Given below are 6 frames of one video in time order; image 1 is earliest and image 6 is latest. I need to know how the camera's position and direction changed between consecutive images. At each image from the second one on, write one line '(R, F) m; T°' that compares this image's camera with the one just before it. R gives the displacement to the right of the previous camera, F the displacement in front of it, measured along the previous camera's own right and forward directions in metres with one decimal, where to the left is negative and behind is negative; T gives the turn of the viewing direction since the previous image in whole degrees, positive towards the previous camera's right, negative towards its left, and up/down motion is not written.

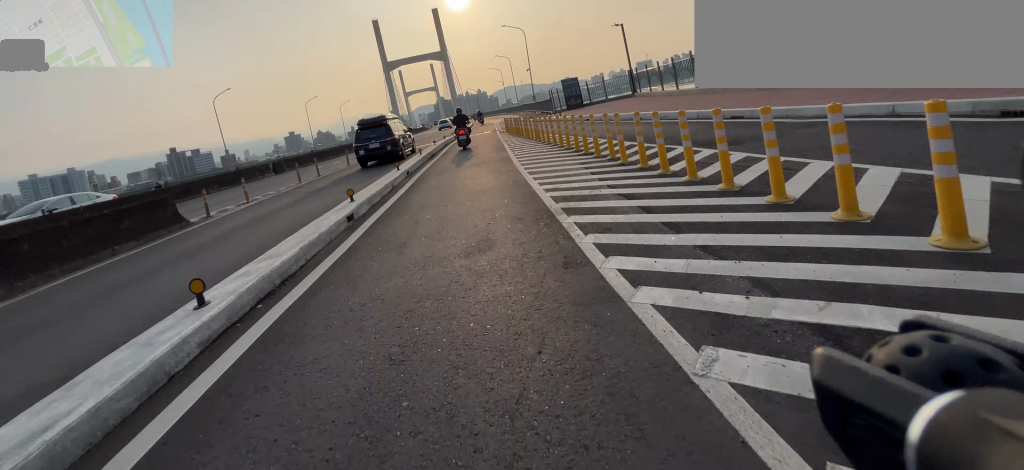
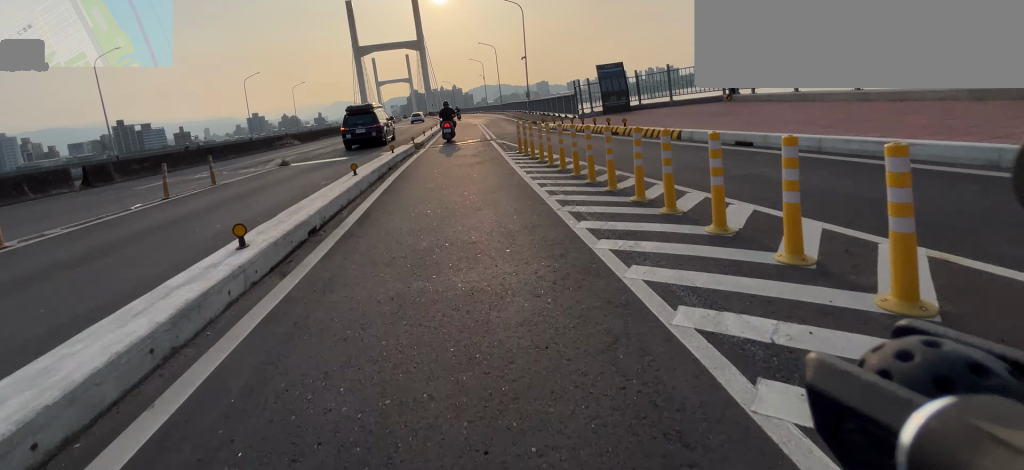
(+1.0, +11.3) m; +5°
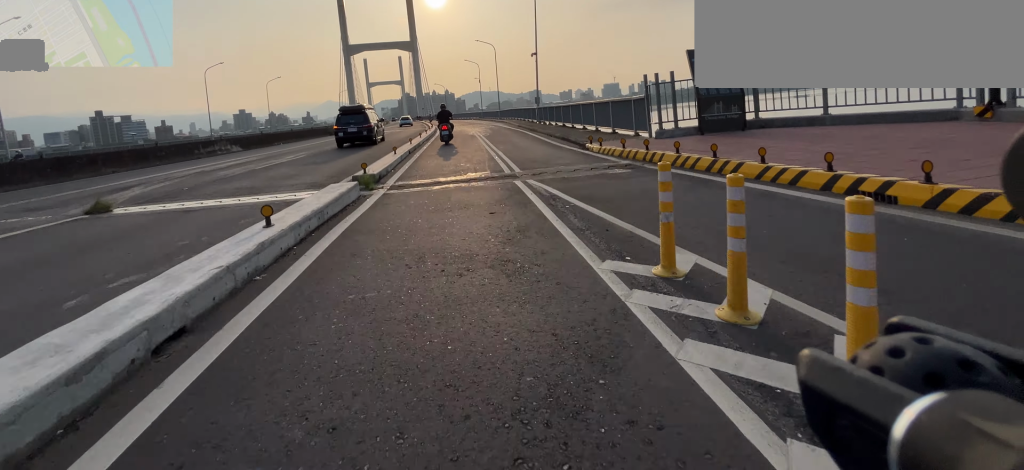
(+0.1, +7.6) m; +2°
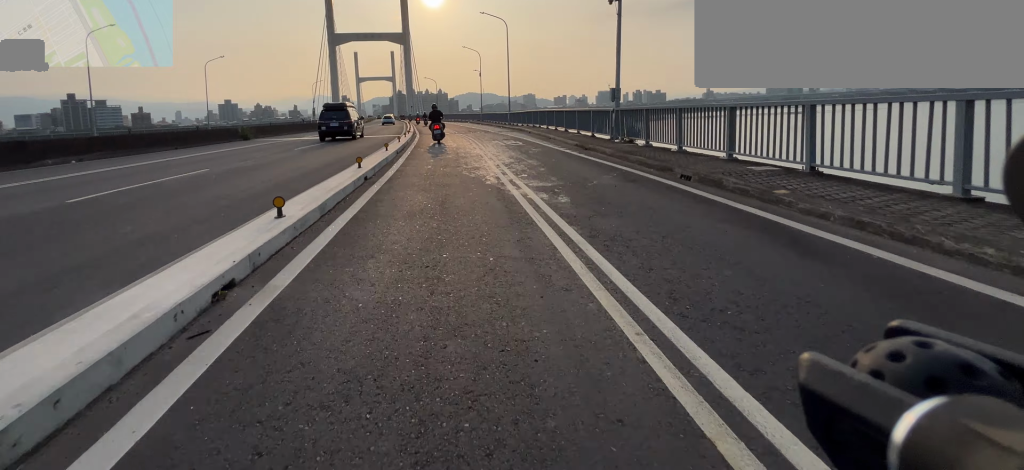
(+0.5, +16.4) m; +3°
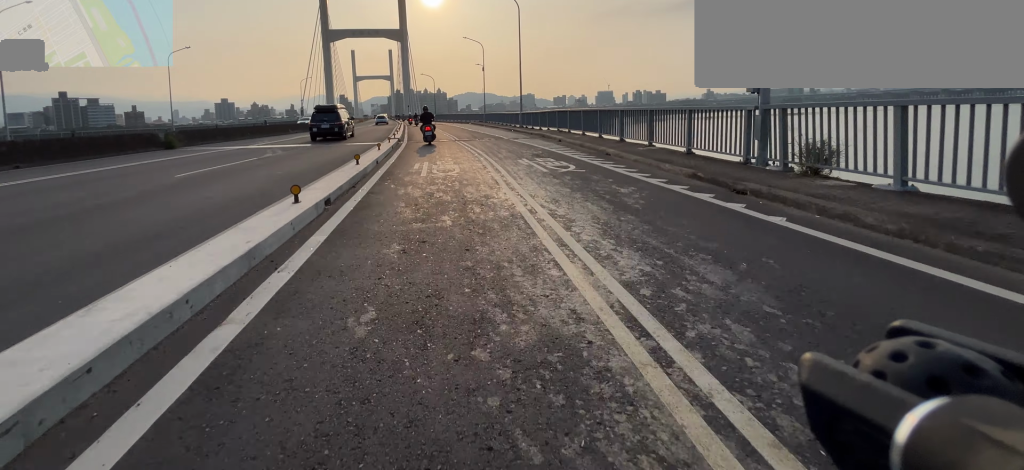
(+0.1, +7.2) m; +1°
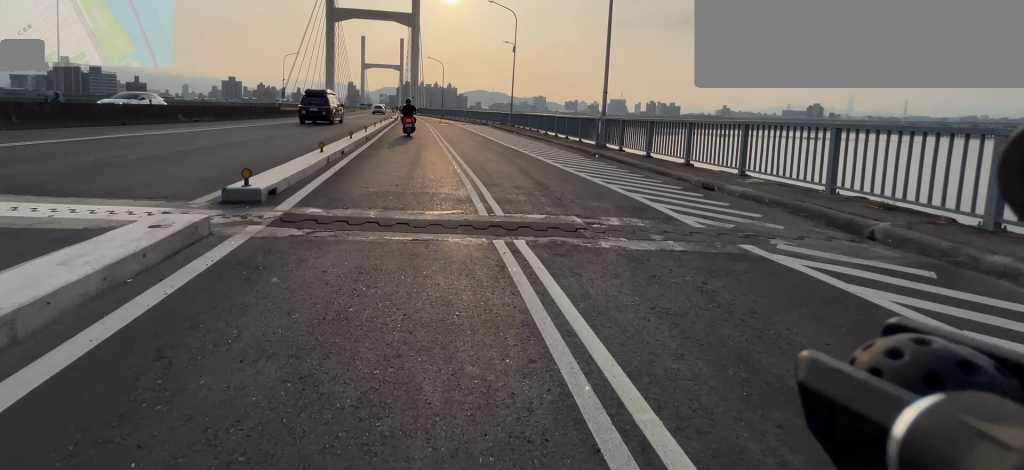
(0.0, +16.0) m; -1°
